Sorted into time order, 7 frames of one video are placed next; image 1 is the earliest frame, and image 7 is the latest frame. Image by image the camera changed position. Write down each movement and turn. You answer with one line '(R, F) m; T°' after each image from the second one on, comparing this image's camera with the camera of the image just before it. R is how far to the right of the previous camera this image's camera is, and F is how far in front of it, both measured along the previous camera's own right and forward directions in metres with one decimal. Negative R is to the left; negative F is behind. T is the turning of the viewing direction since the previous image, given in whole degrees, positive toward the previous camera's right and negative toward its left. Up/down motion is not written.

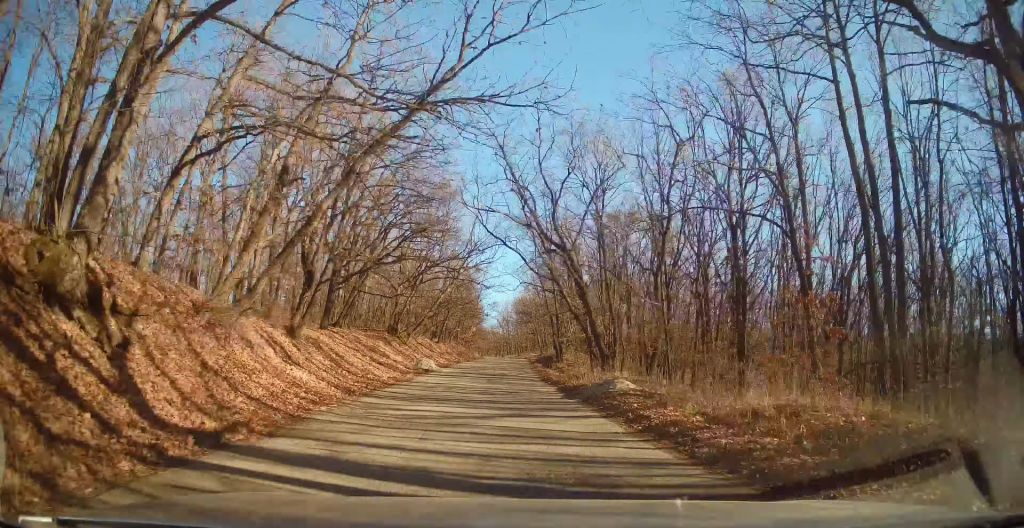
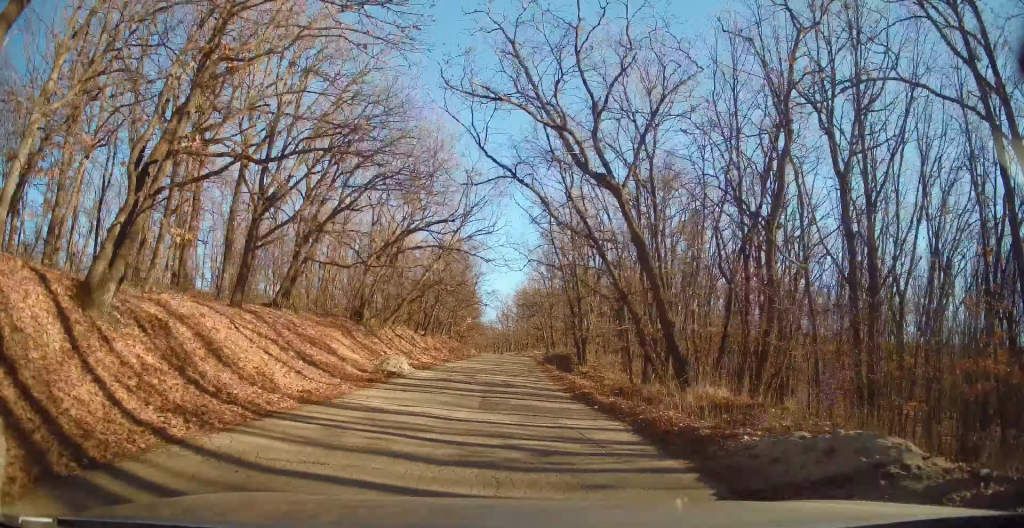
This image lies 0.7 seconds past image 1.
(0.0, +9.6) m; 0°
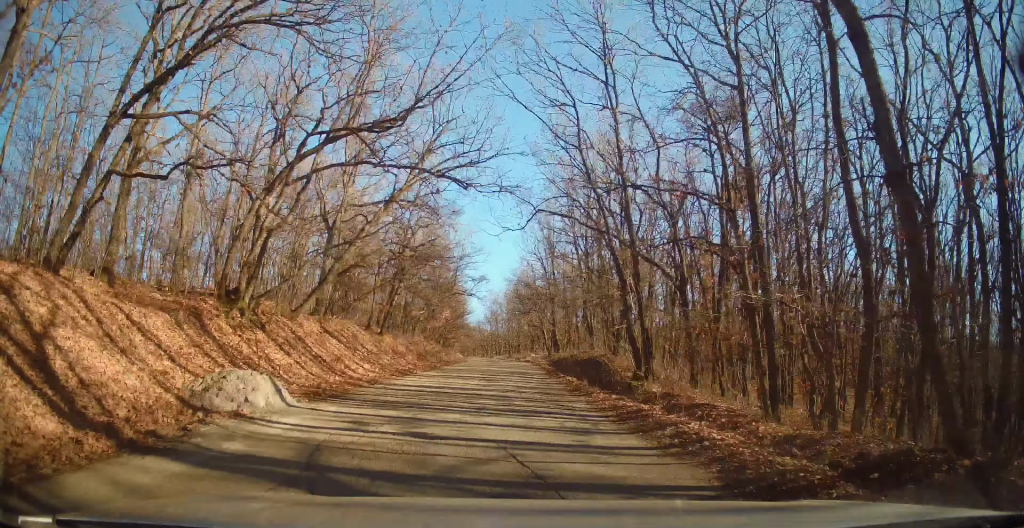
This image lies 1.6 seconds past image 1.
(0.0, +12.9) m; 0°
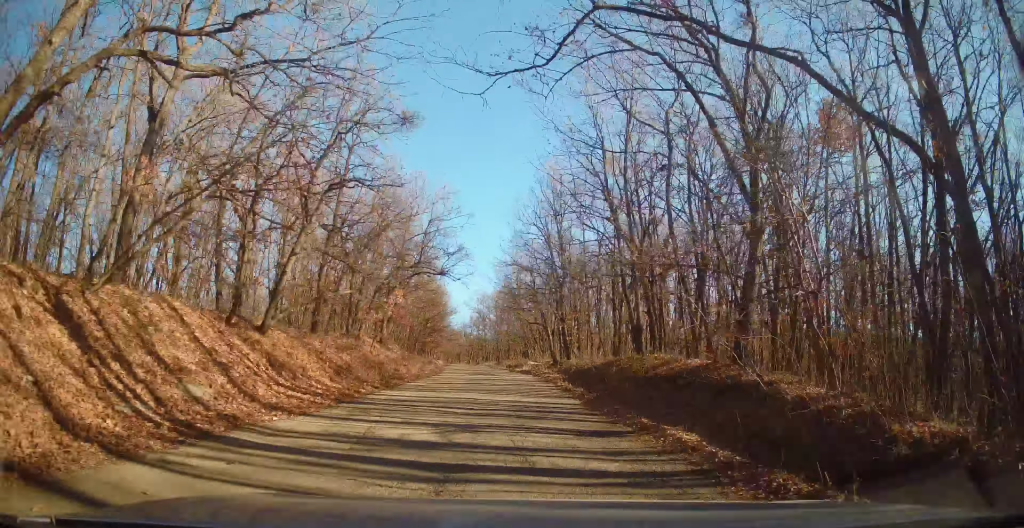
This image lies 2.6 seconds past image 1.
(0.0, +14.6) m; +1°
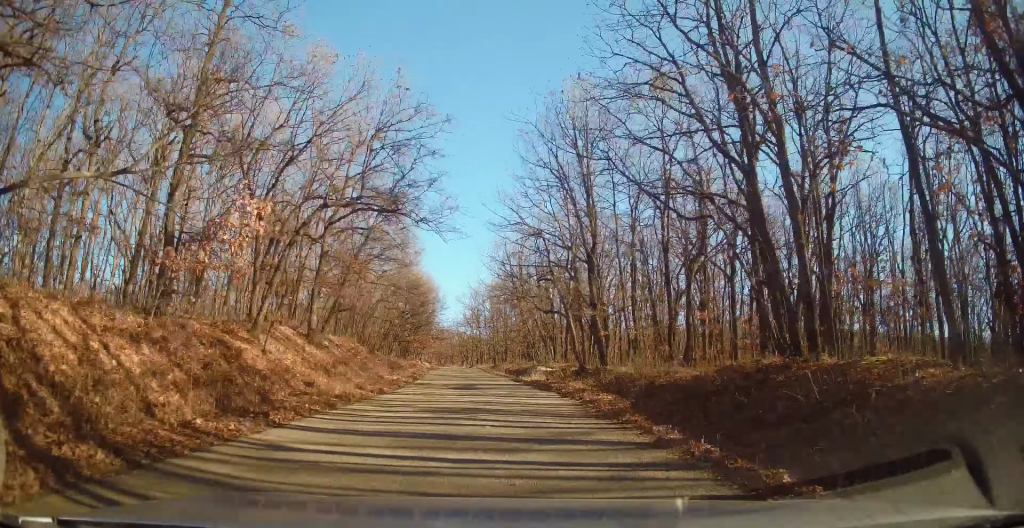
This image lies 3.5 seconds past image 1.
(+0.1, +12.8) m; +2°
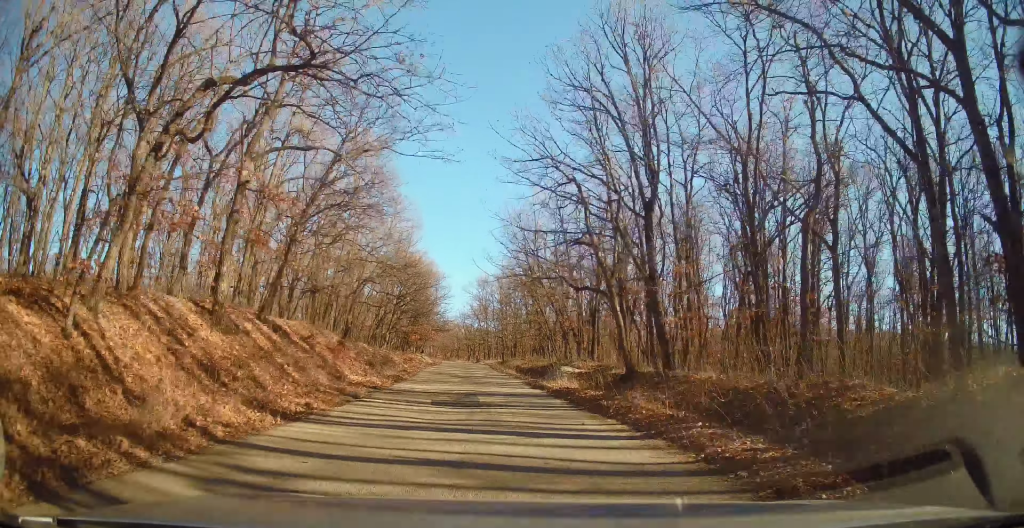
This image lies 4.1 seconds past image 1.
(+0.3, +8.2) m; 0°
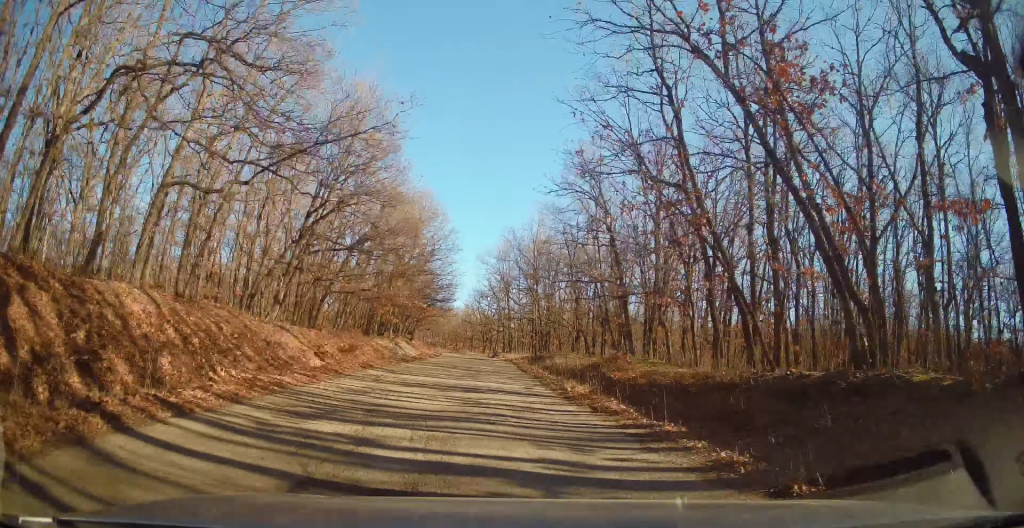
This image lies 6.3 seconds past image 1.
(+0.1, +28.7) m; -2°
